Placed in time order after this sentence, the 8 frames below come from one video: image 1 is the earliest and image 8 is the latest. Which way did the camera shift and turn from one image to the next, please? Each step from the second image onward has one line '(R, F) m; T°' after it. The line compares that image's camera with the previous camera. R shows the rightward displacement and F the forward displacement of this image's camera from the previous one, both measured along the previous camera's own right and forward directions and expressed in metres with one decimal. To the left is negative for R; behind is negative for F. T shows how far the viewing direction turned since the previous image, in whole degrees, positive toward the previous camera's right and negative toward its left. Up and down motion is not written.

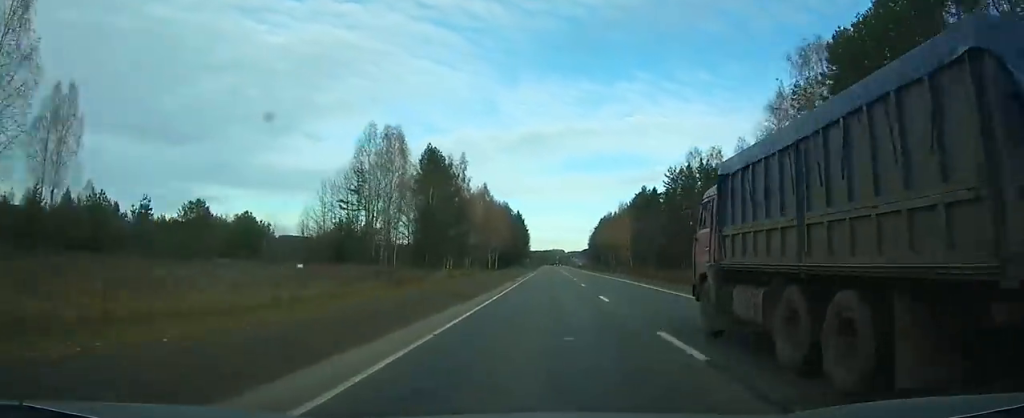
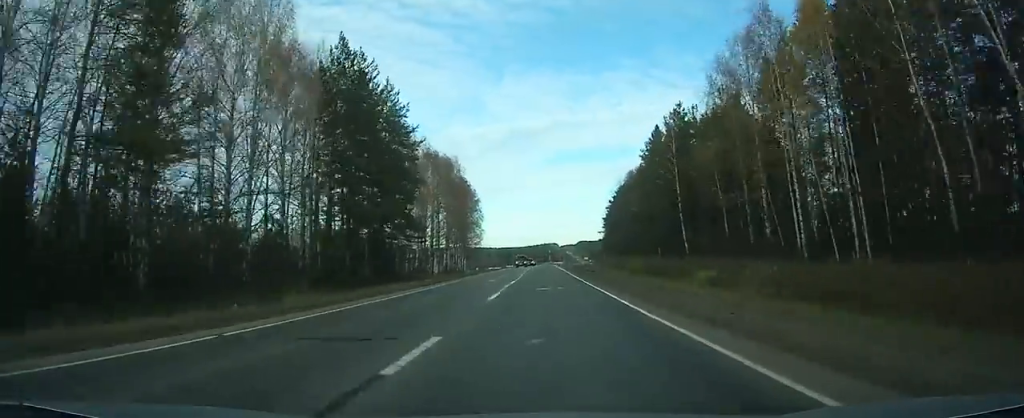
(+3.6, +178.3) m; +1°
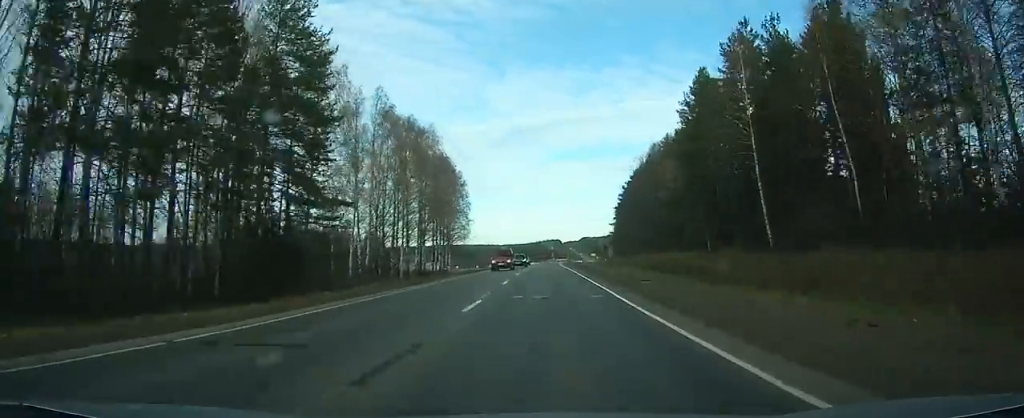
(0.0, +29.8) m; 0°
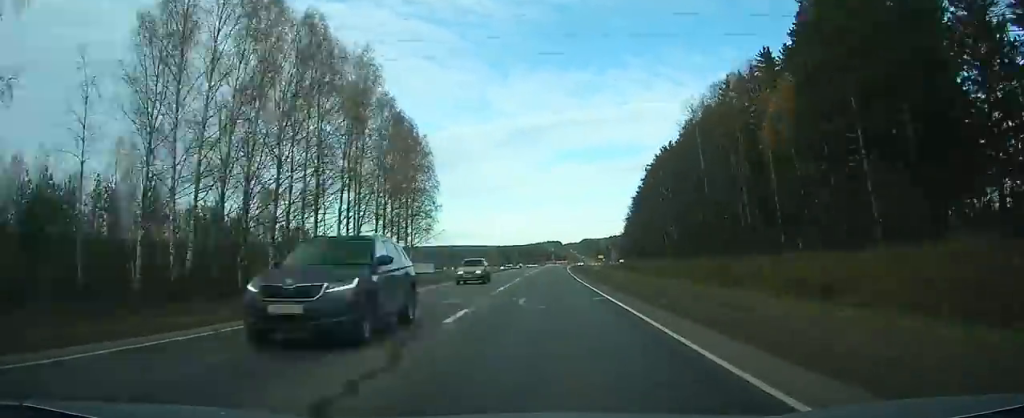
(-0.3, +39.0) m; 0°
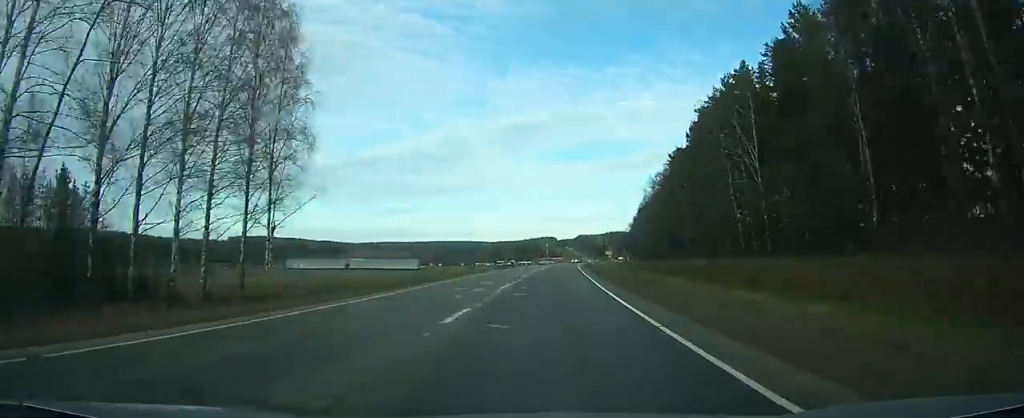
(-0.1, +51.0) m; 0°
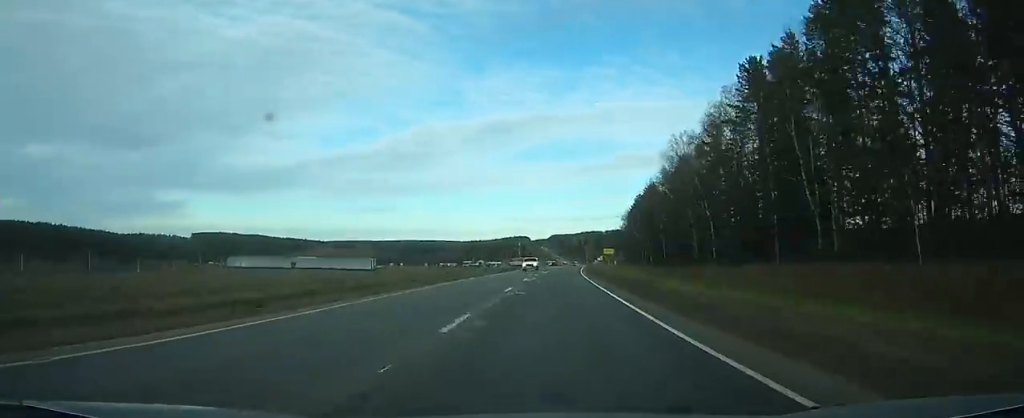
(+0.3, +63.7) m; +1°
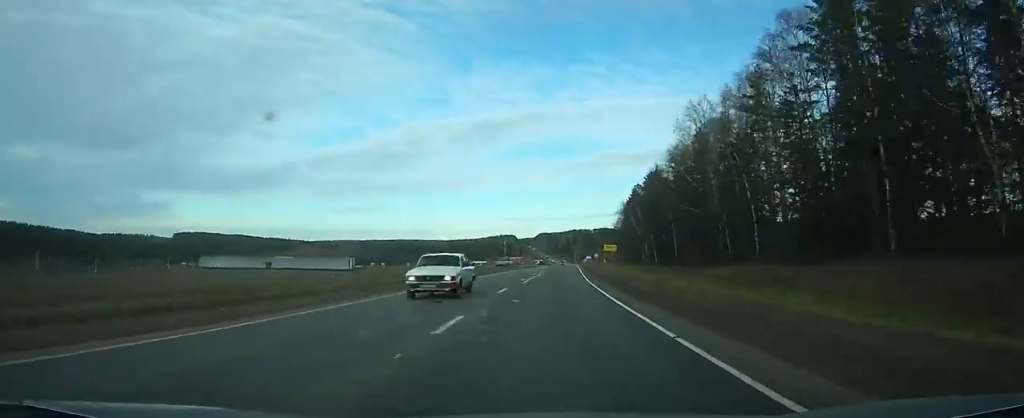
(+0.3, +24.8) m; +1°
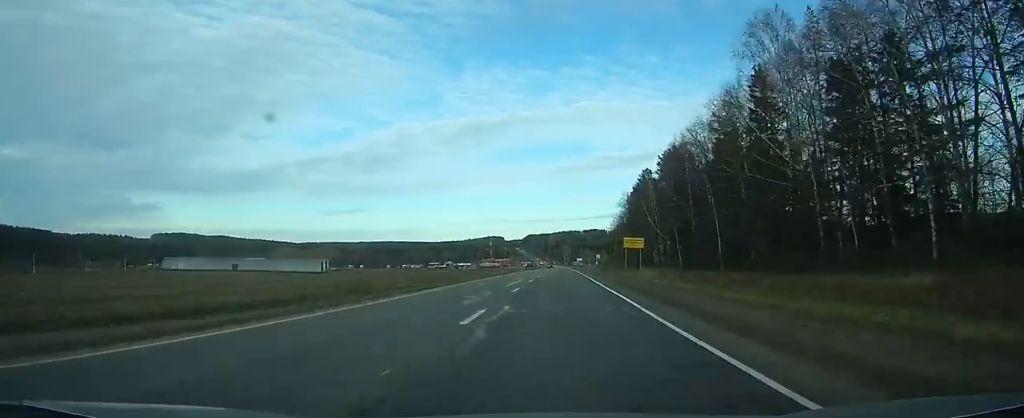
(+0.2, +35.2) m; +1°
